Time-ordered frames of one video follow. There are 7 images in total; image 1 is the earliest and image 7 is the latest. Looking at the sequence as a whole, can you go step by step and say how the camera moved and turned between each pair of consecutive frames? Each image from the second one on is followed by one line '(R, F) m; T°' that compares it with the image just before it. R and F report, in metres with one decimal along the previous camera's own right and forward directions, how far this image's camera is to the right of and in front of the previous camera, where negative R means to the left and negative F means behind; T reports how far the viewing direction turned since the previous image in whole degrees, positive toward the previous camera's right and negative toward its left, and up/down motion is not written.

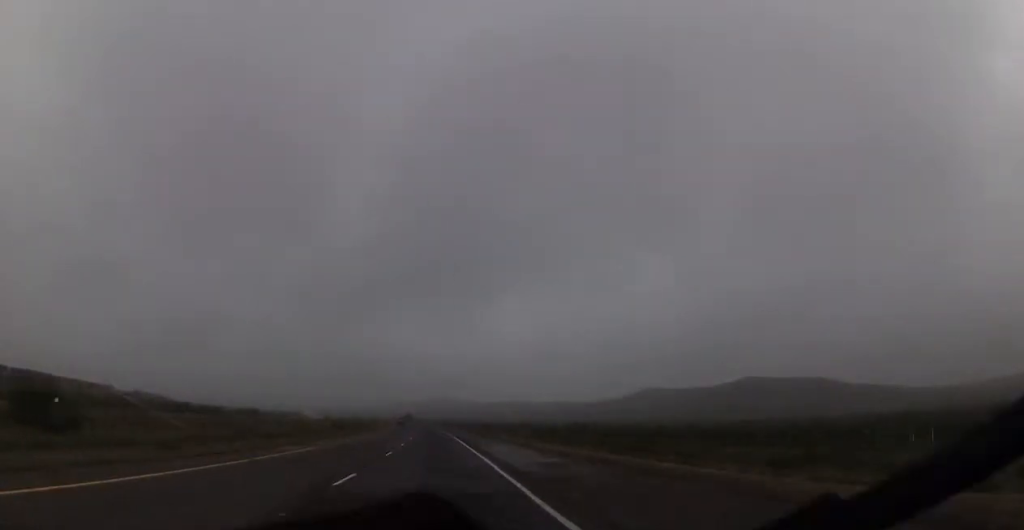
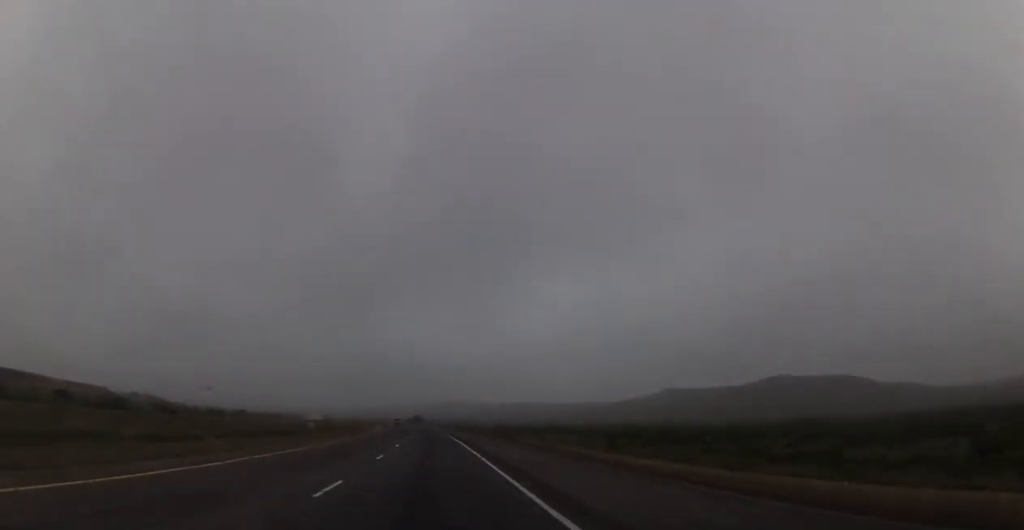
(-0.7, +51.5) m; -1°
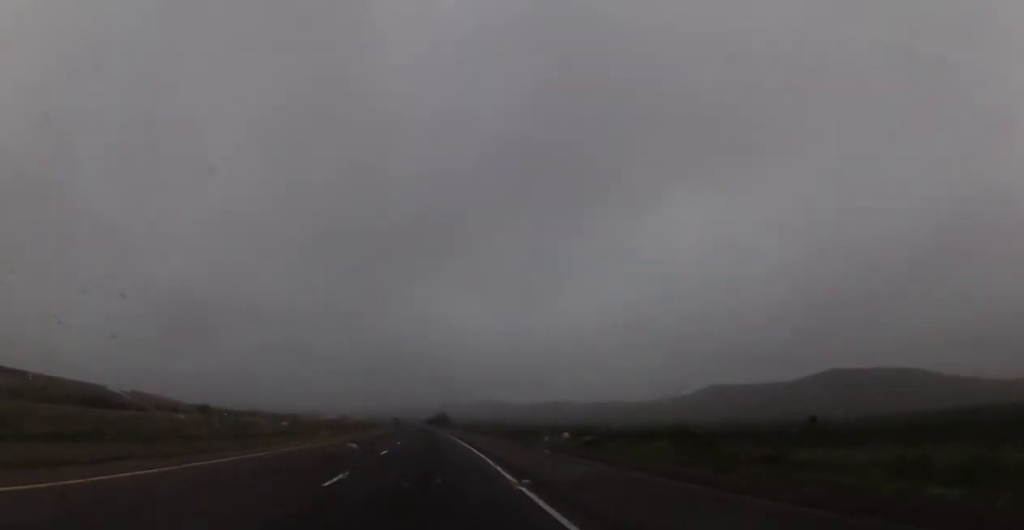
(-1.8, +96.0) m; -3°
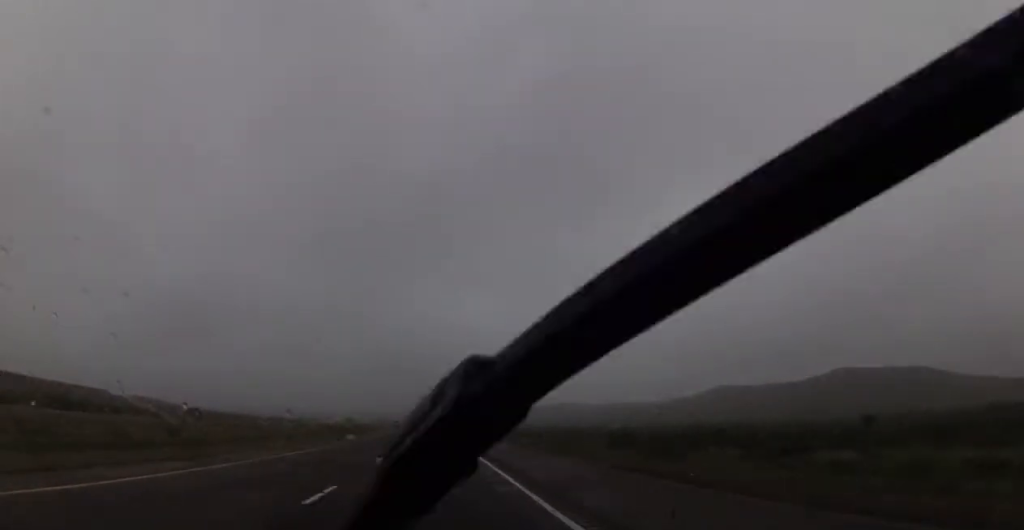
(0.0, +14.9) m; 0°
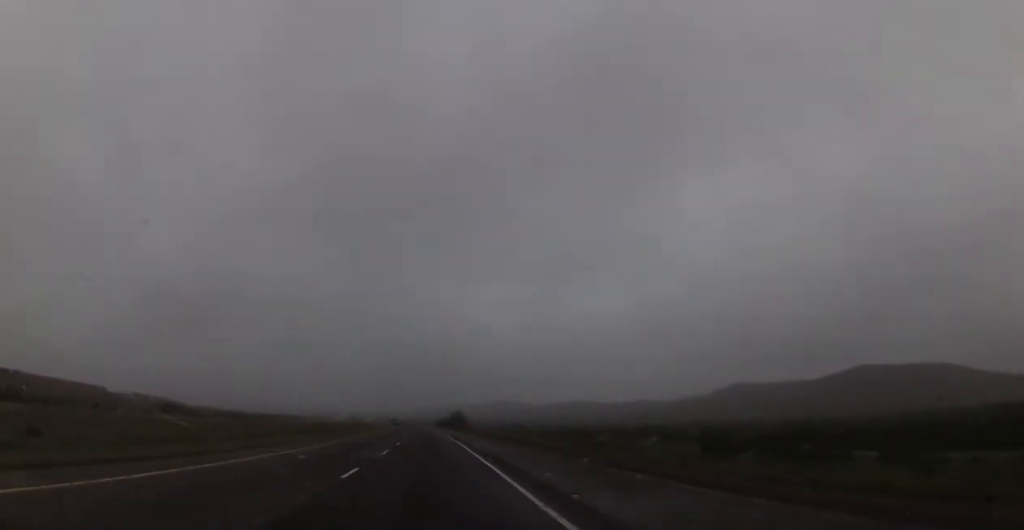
(-0.2, +32.0) m; -1°
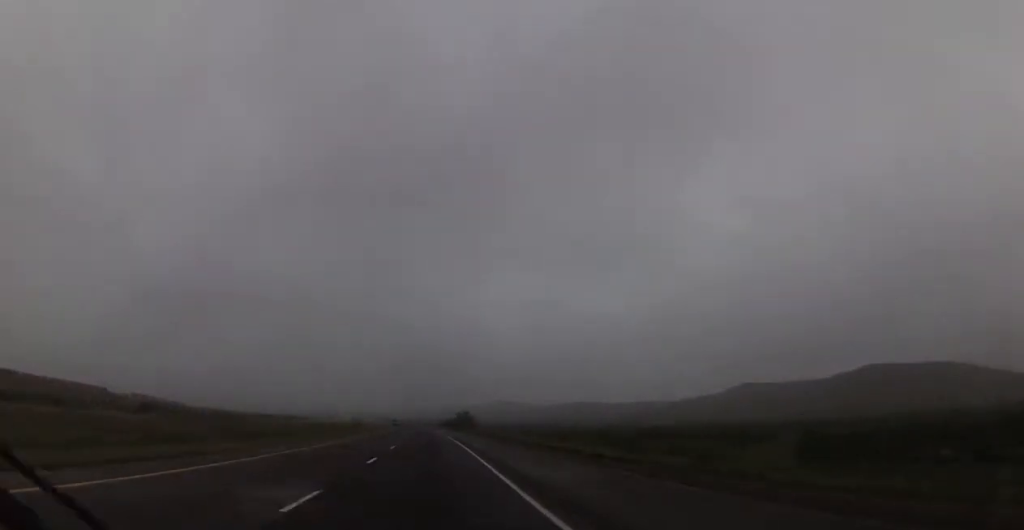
(-0.2, +18.3) m; 0°
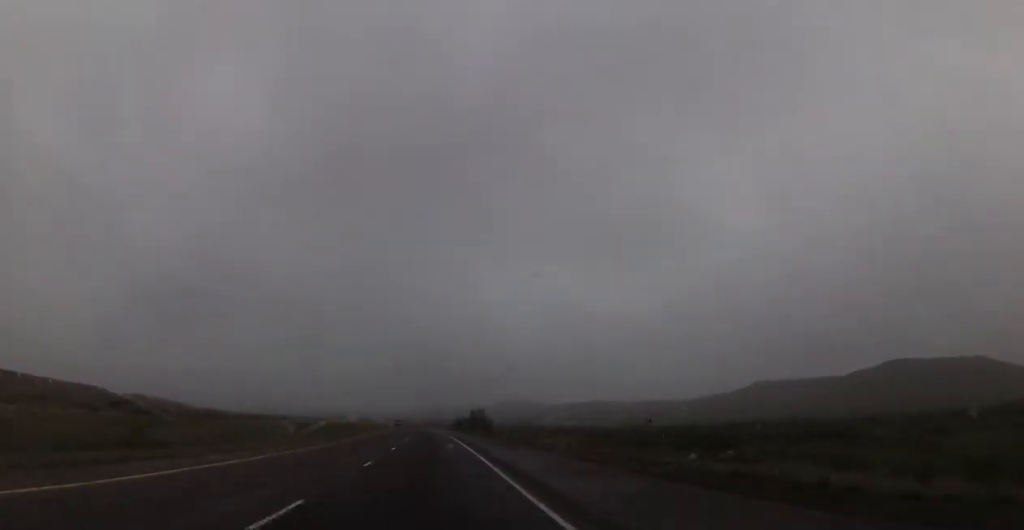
(0.0, +26.2) m; 0°
